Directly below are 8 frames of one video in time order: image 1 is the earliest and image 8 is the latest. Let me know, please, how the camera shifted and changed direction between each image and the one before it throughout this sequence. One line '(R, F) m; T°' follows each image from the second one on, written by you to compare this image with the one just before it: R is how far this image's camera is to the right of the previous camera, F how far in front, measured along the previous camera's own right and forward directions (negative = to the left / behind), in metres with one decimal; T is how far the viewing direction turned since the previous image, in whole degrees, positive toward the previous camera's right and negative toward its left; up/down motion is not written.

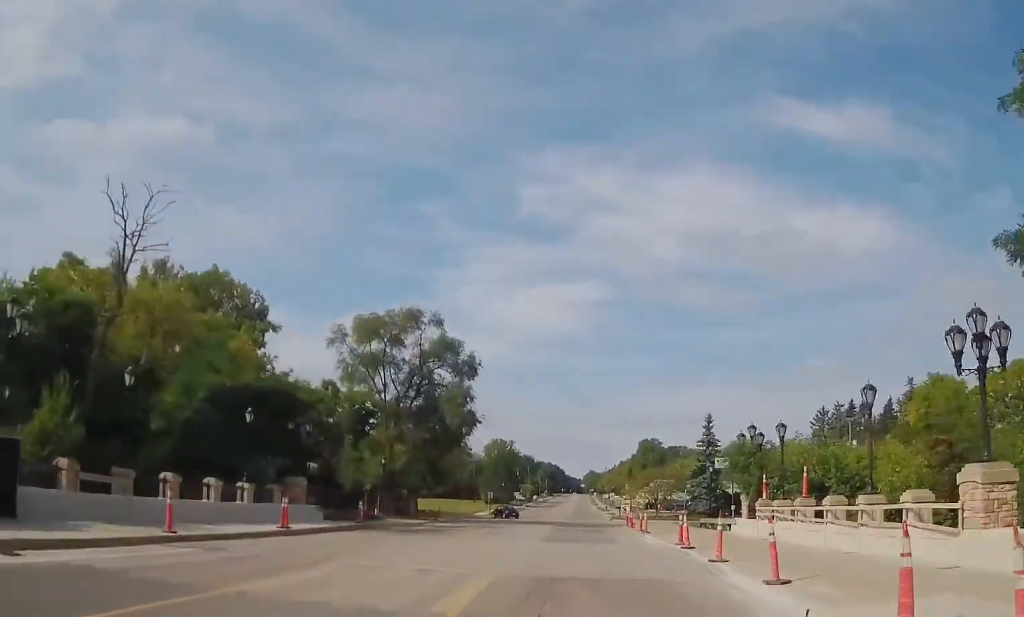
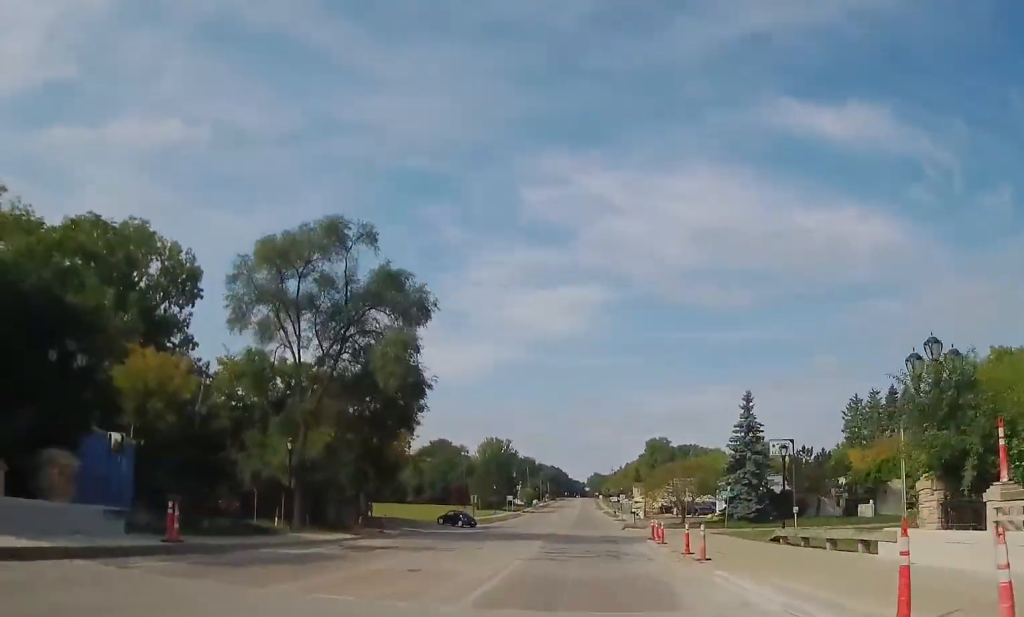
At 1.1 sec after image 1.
(+0.4, +17.8) m; +1°
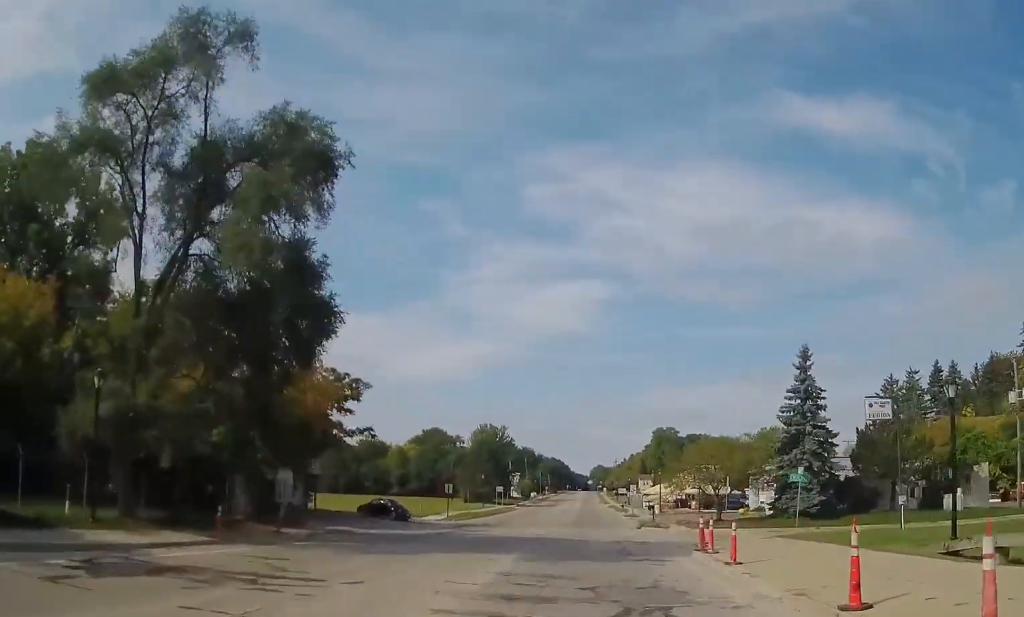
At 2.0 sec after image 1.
(-0.2, +15.6) m; -1°
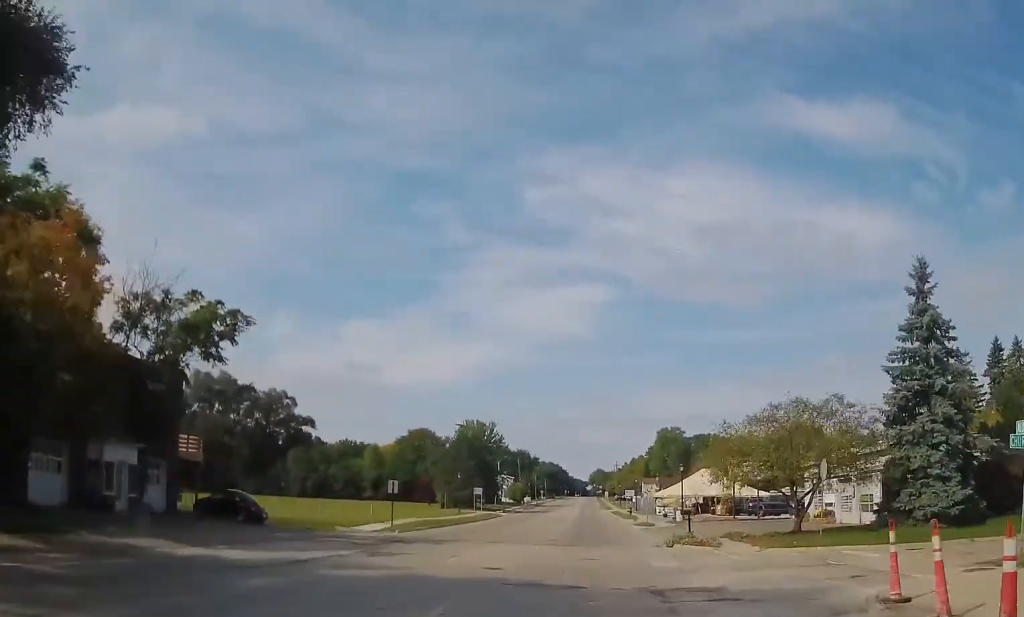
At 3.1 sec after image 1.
(-0.2, +17.7) m; -1°
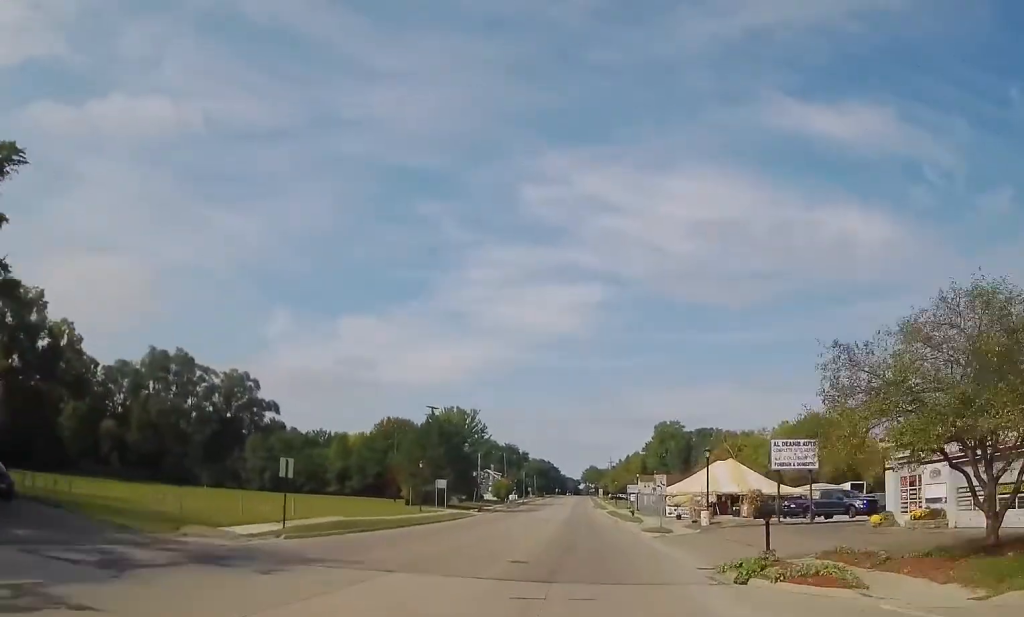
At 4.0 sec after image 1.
(0.0, +15.3) m; +1°
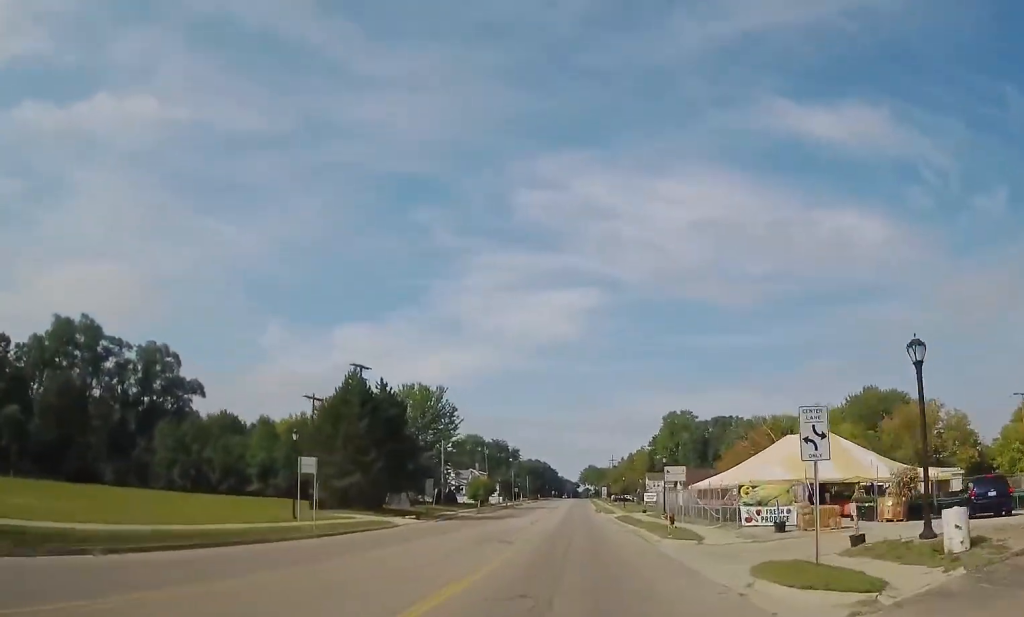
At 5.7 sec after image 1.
(+0.5, +28.3) m; 0°
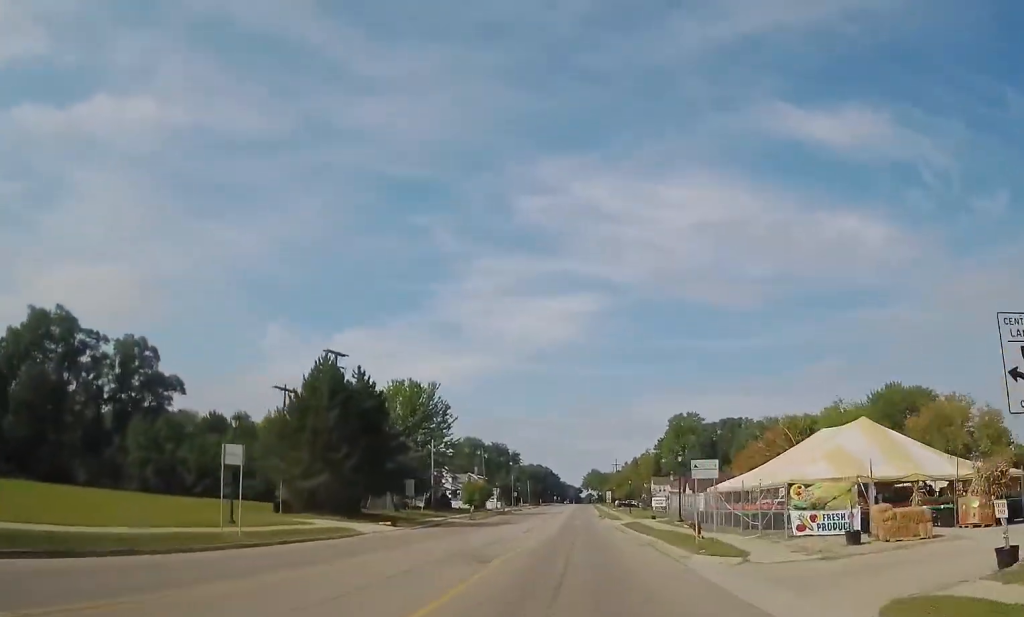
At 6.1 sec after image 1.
(-0.1, +7.1) m; -1°
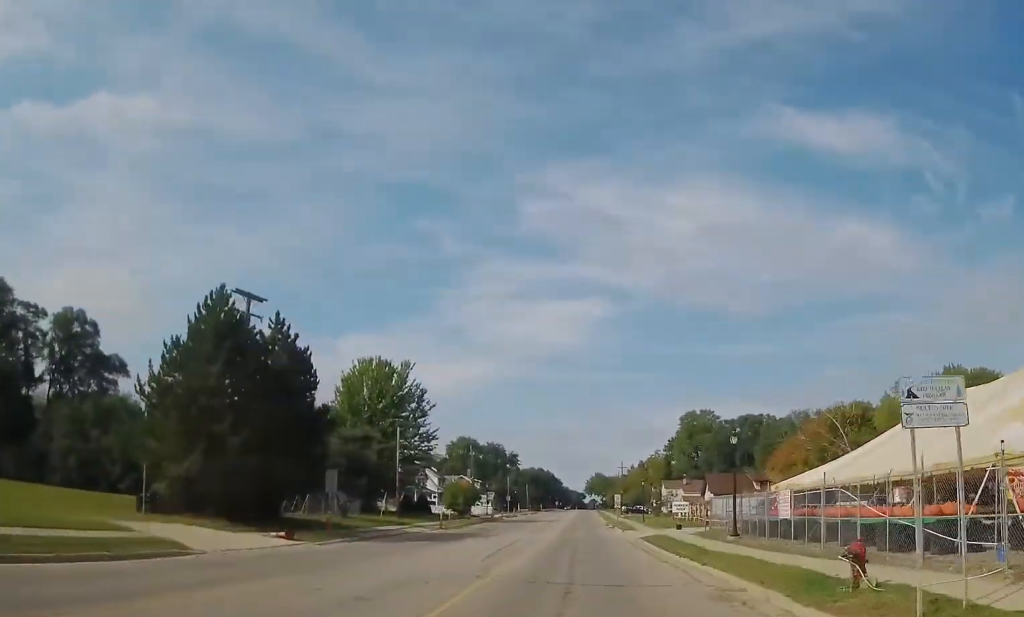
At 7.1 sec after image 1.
(-0.1, +15.8) m; -2°
